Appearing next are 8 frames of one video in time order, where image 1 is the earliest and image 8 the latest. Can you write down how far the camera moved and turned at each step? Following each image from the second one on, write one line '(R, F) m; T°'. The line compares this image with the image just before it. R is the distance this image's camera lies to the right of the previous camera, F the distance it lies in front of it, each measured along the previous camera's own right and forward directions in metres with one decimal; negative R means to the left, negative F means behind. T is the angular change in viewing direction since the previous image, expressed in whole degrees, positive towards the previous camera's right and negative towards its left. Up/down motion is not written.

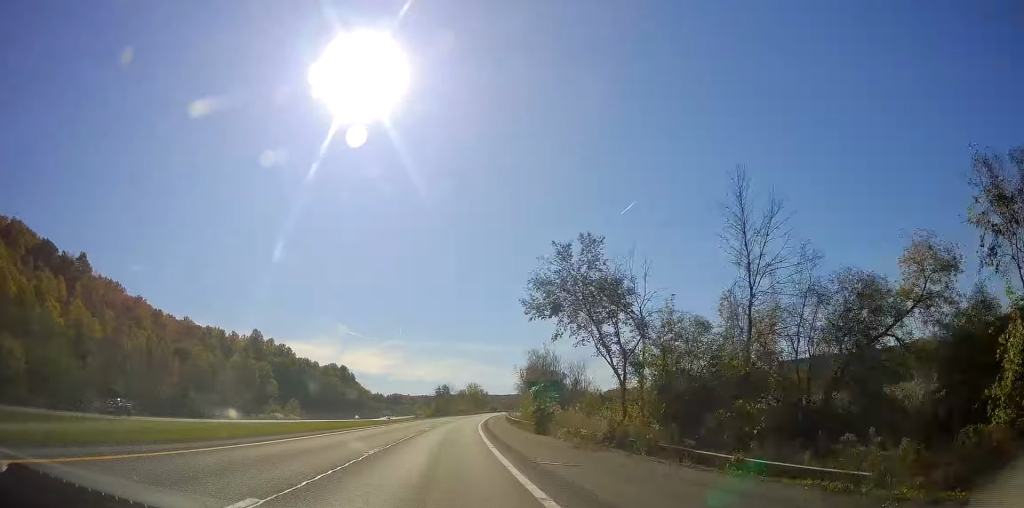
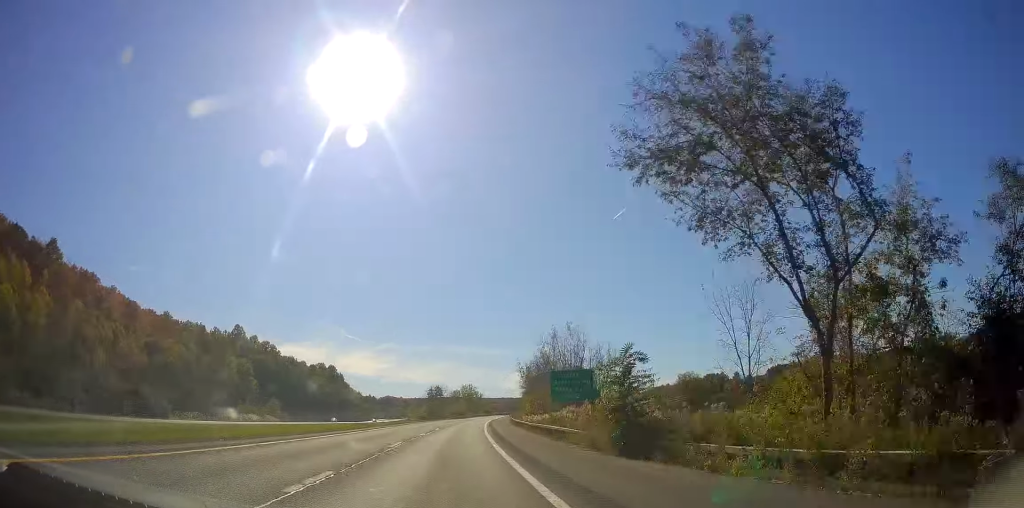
(+0.3, +20.4) m; +1°
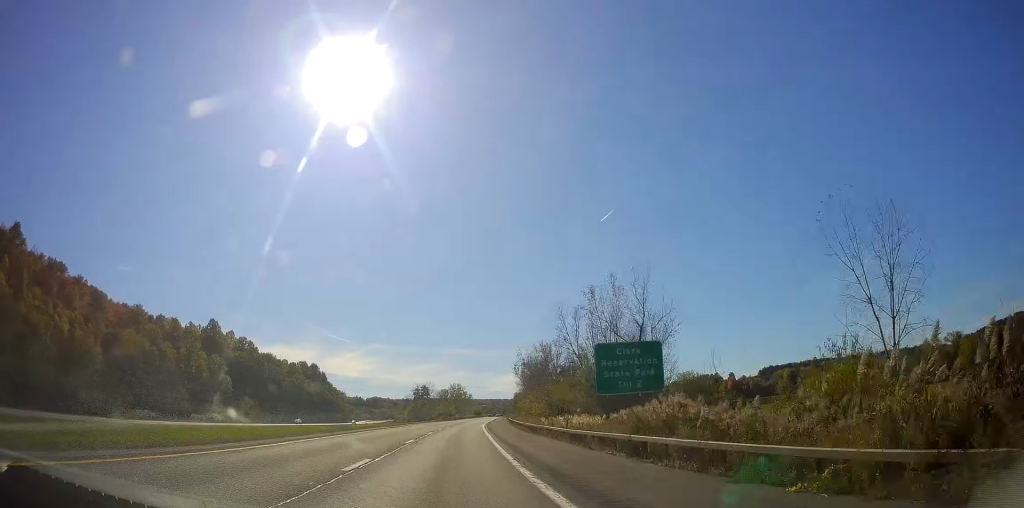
(+0.2, +20.4) m; +1°
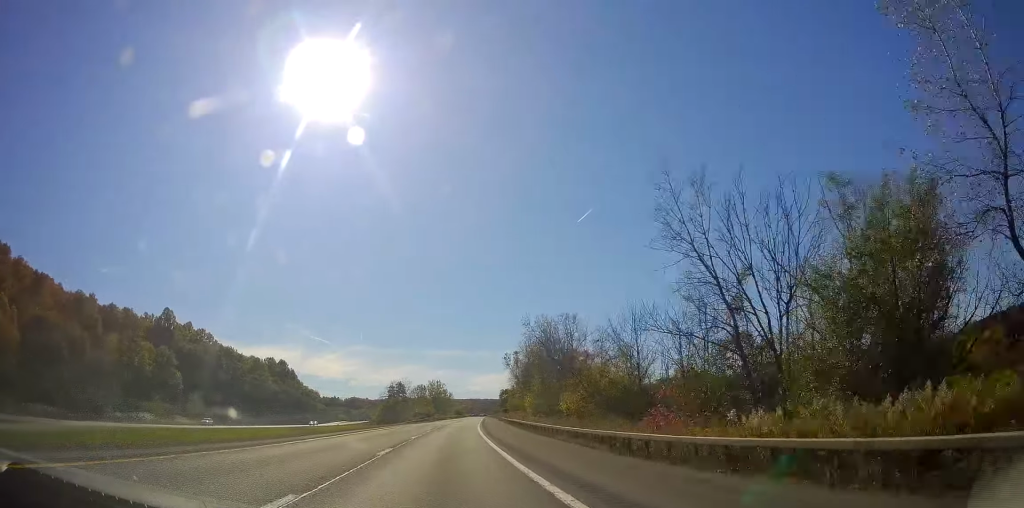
(+0.3, +32.0) m; +1°
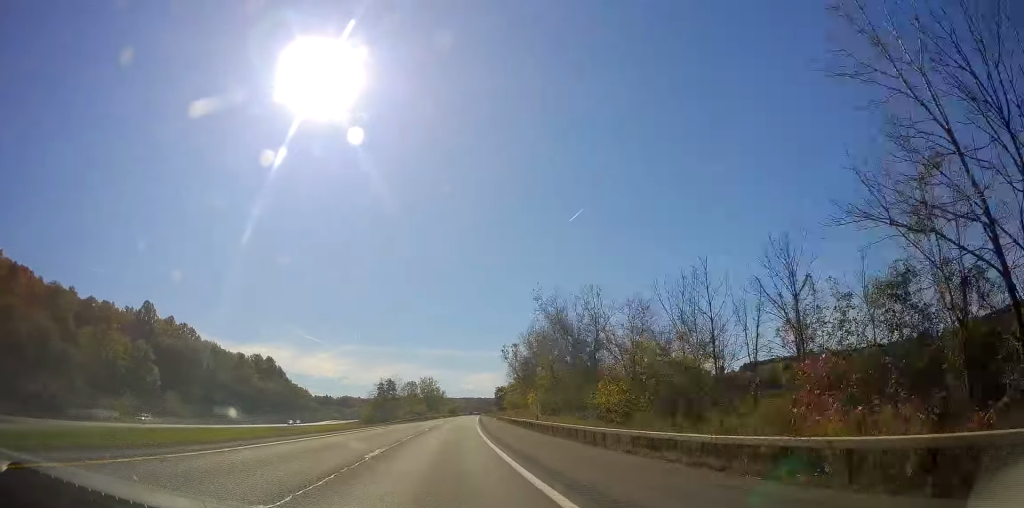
(-0.1, +13.5) m; +1°
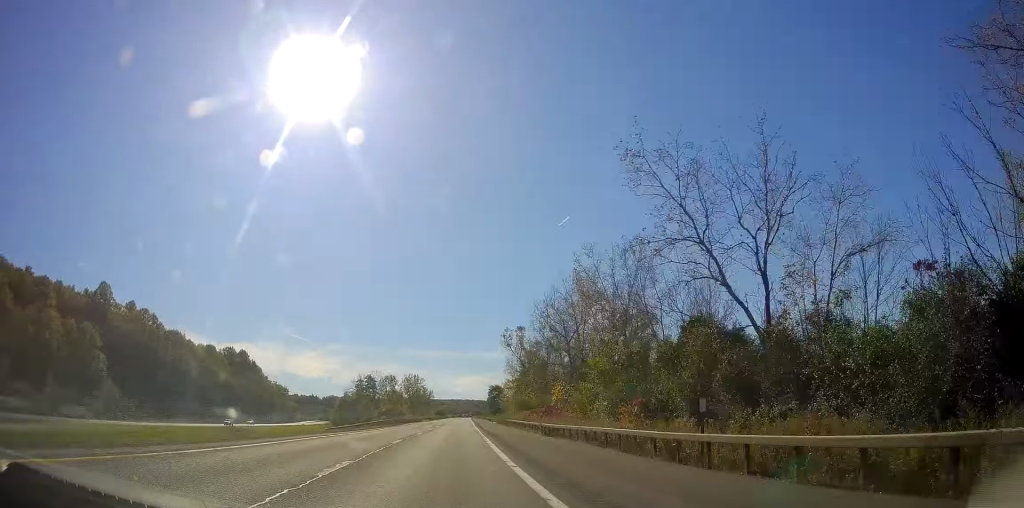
(+0.5, +30.0) m; +1°
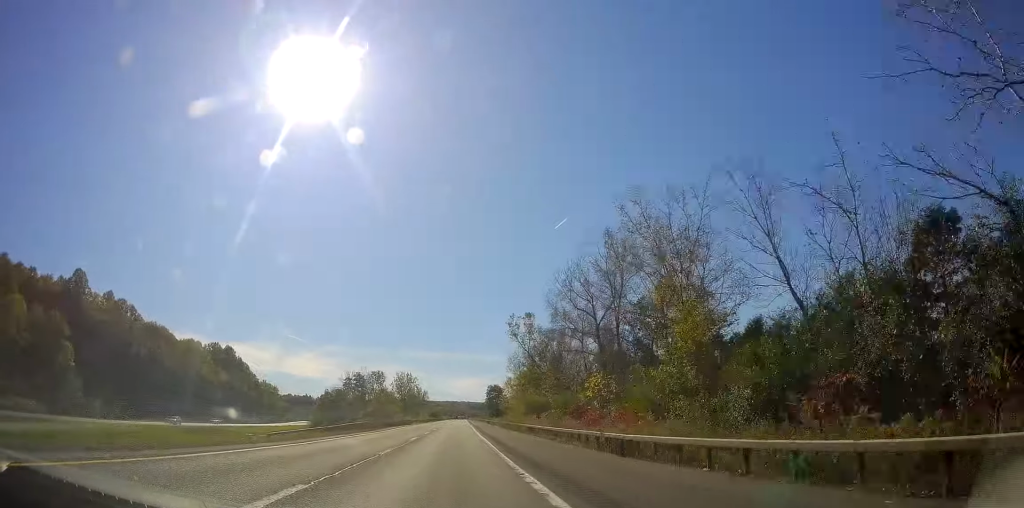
(0.0, +16.4) m; +1°
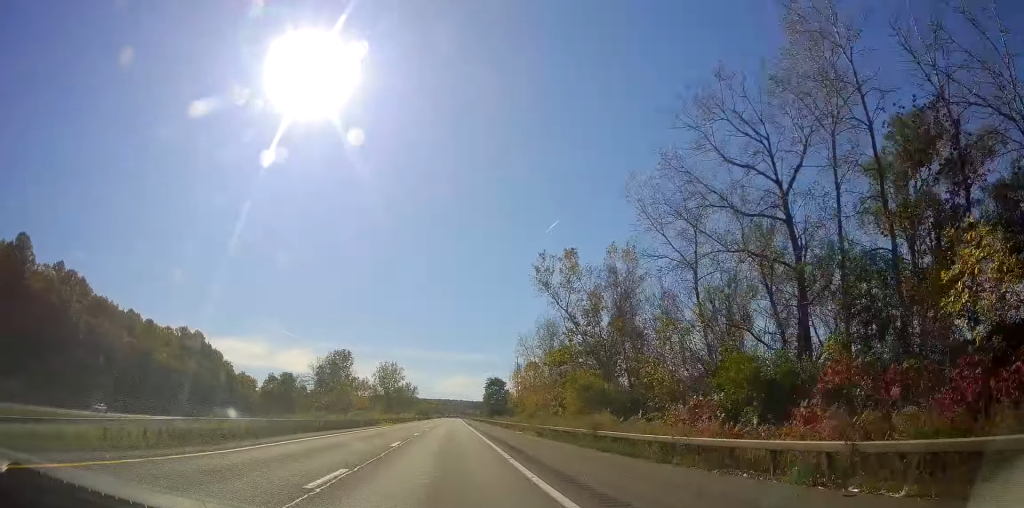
(+0.4, +33.7) m; +1°
